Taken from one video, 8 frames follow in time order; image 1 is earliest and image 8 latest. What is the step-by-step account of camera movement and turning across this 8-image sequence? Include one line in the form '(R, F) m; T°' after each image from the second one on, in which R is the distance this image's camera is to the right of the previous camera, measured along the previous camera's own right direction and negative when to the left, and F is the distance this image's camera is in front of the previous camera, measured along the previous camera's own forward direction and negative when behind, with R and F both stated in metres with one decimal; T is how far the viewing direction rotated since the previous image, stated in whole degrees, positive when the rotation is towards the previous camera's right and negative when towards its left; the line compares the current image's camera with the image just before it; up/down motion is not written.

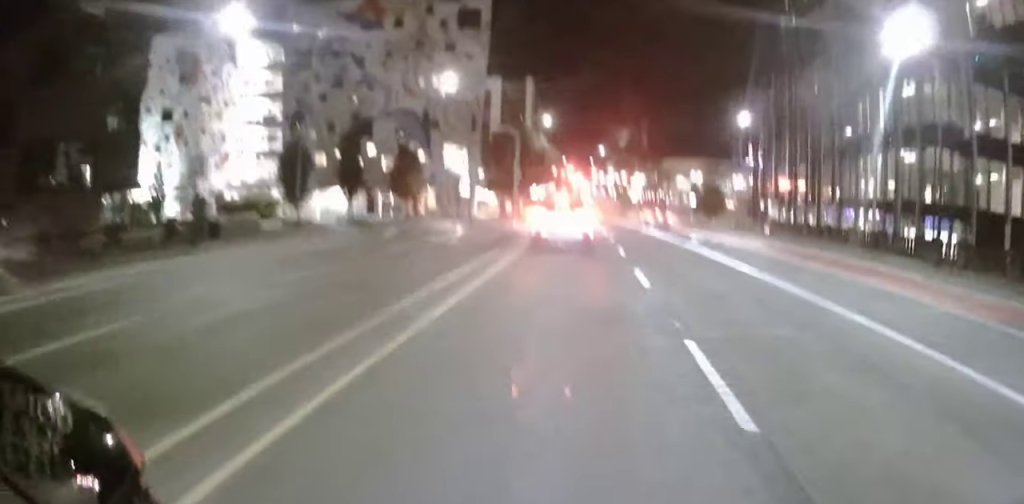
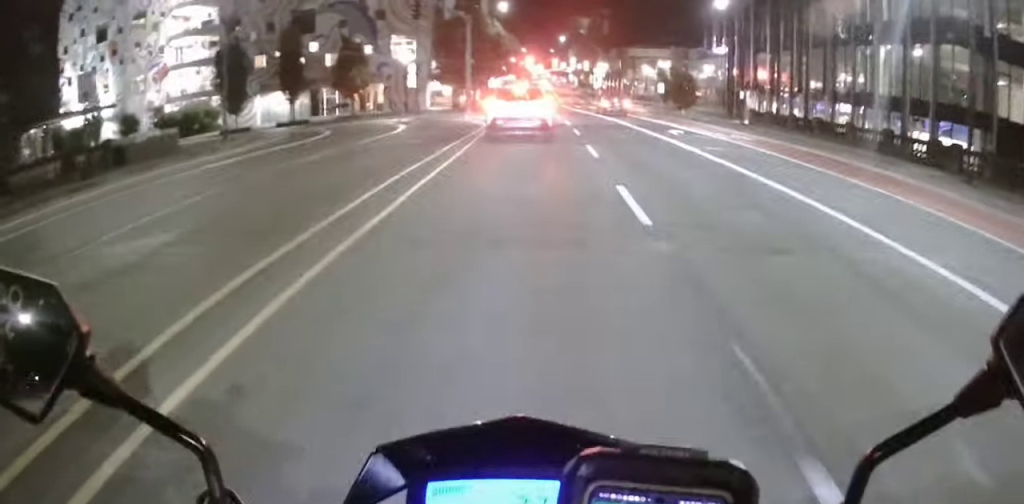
(+0.2, +5.0) m; +1°
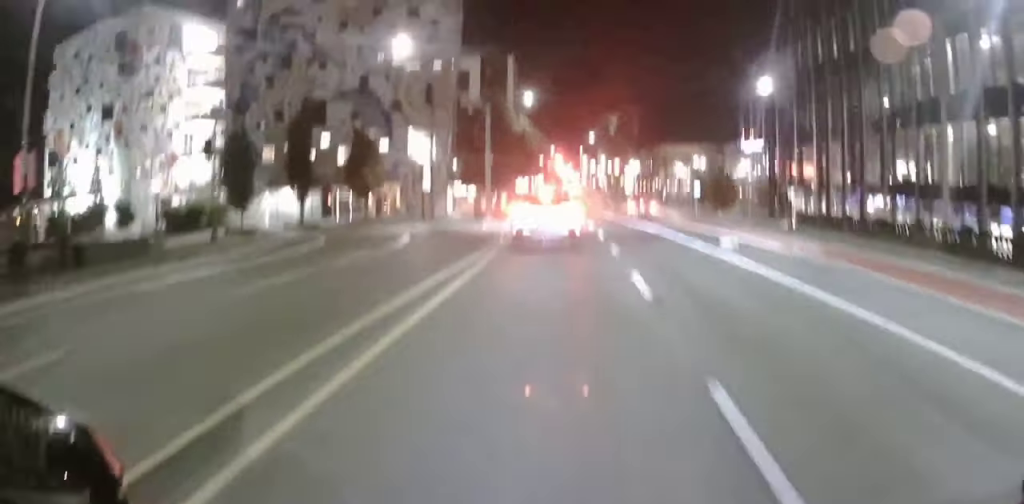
(+0.1, +5.0) m; +1°
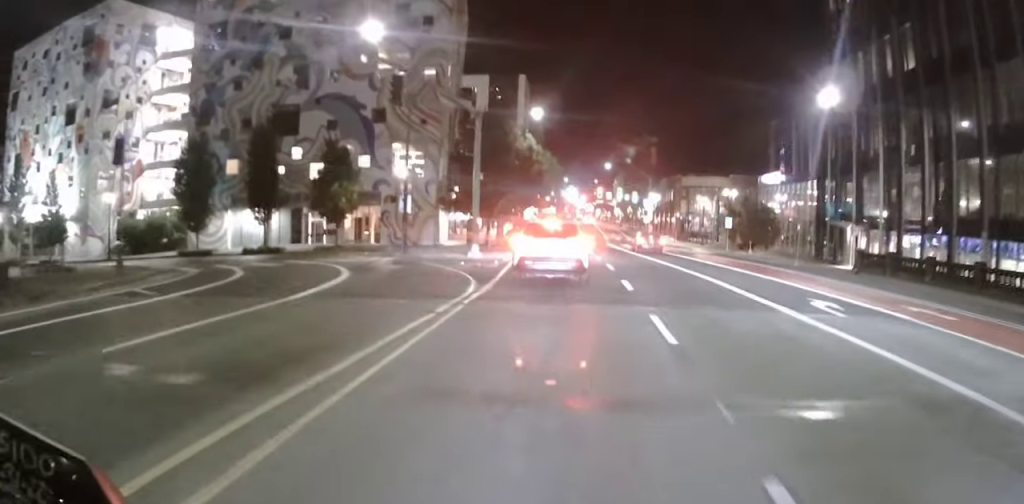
(0.0, +9.7) m; 0°
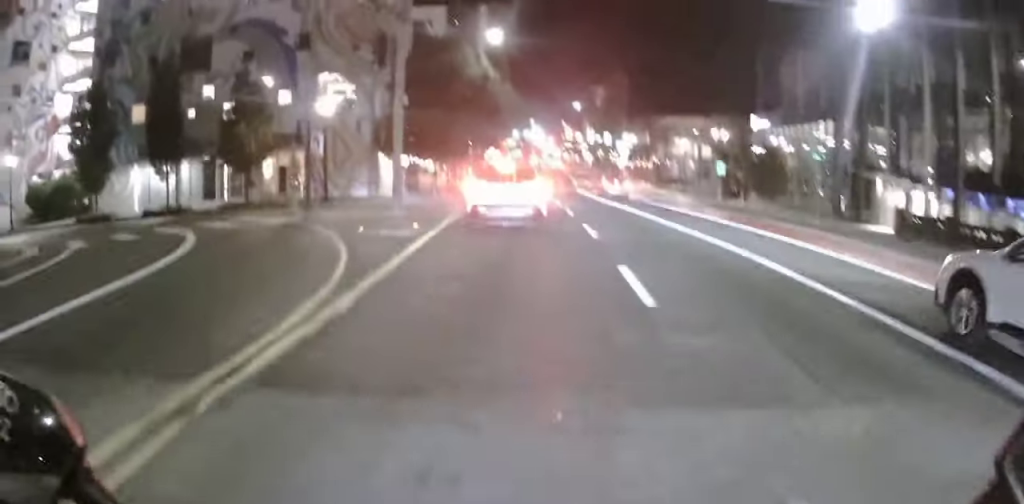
(0.0, +10.3) m; 0°
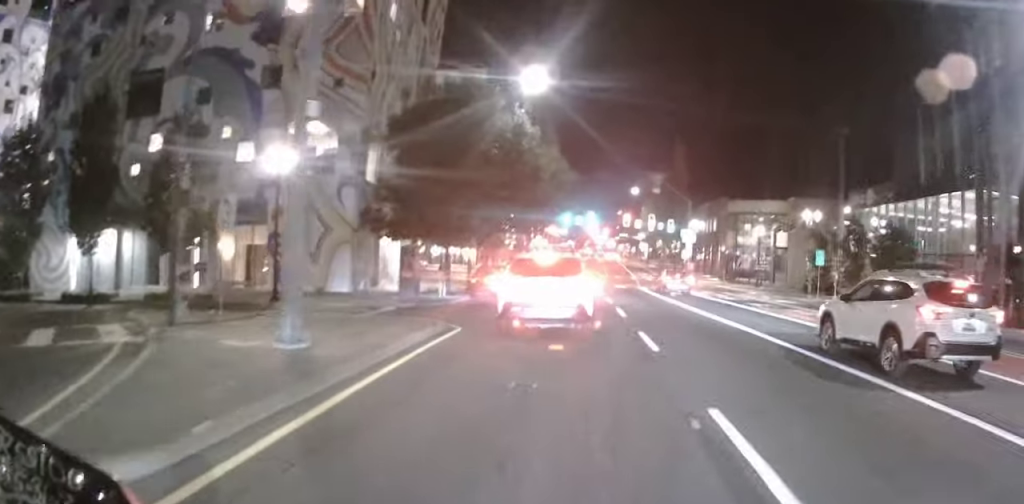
(+0.2, +12.2) m; +2°
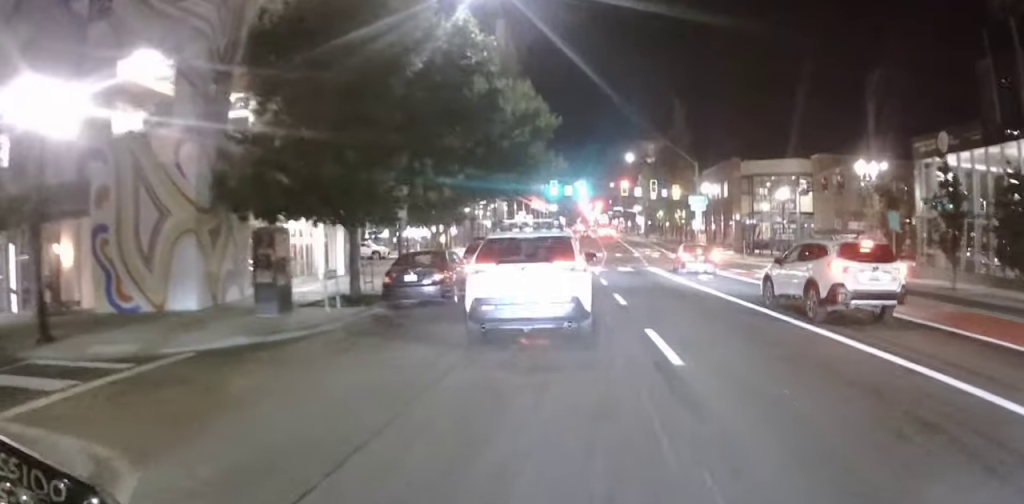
(+0.2, +10.8) m; +1°
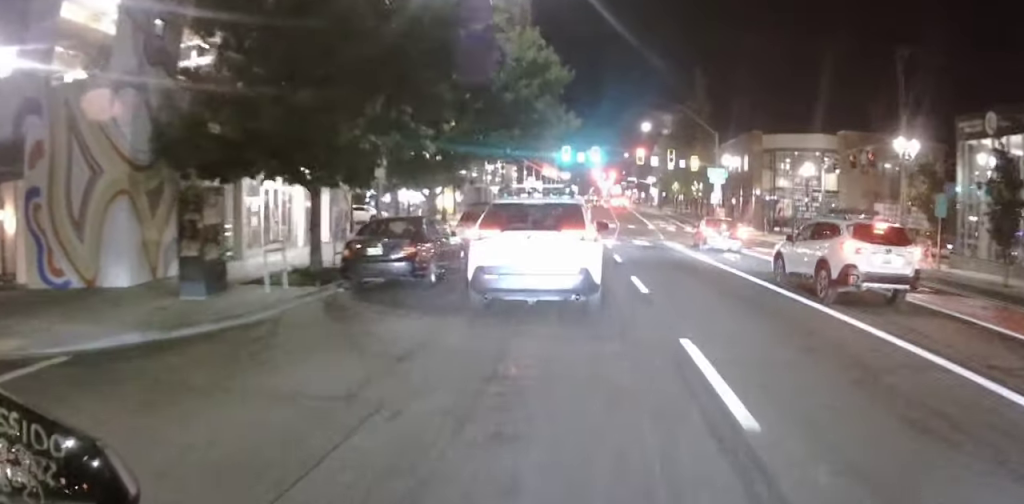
(0.0, +3.3) m; -1°
